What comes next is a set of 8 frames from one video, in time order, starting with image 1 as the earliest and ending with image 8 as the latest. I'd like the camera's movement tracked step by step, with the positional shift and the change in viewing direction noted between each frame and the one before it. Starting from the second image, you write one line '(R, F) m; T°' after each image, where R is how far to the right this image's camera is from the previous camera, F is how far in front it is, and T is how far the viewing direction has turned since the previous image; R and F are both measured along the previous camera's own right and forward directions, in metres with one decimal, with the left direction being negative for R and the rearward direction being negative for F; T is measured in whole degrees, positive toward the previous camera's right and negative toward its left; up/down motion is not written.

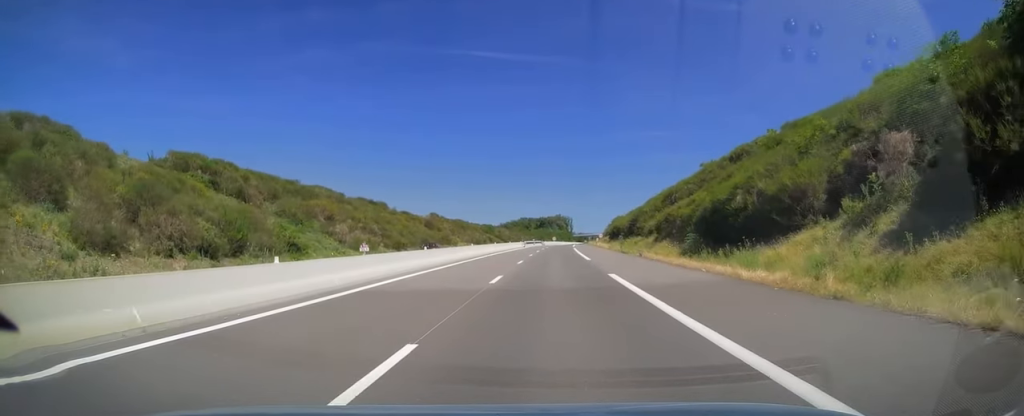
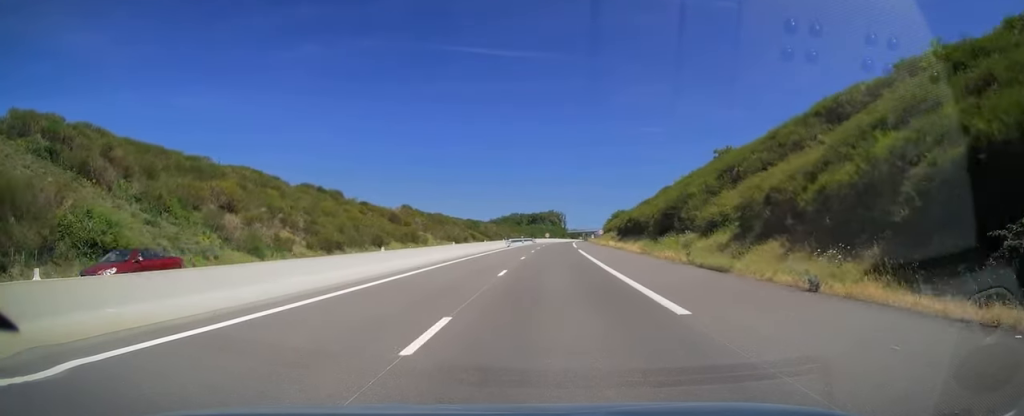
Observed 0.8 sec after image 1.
(-0.4, +23.9) m; 0°
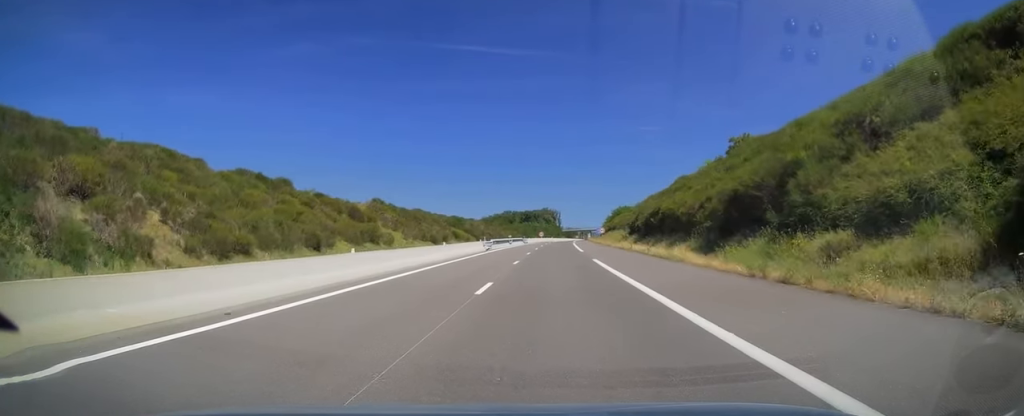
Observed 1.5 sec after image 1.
(+0.3, +19.1) m; +1°
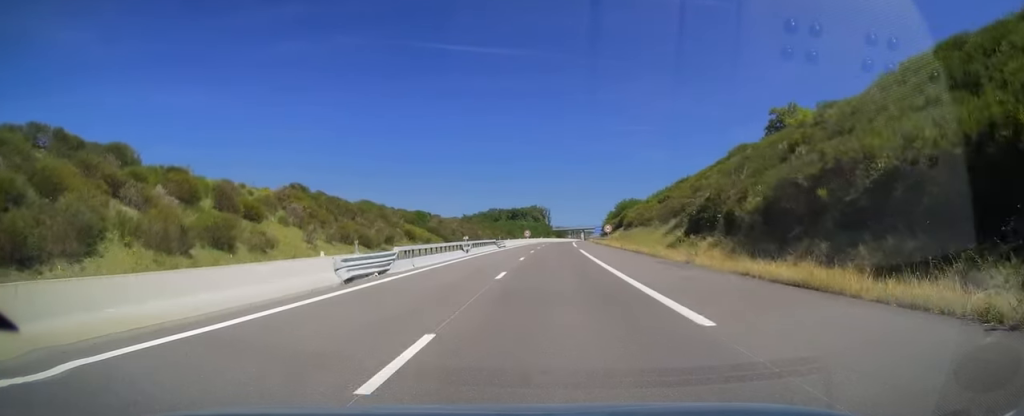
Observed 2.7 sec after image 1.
(+0.7, +34.8) m; +1°
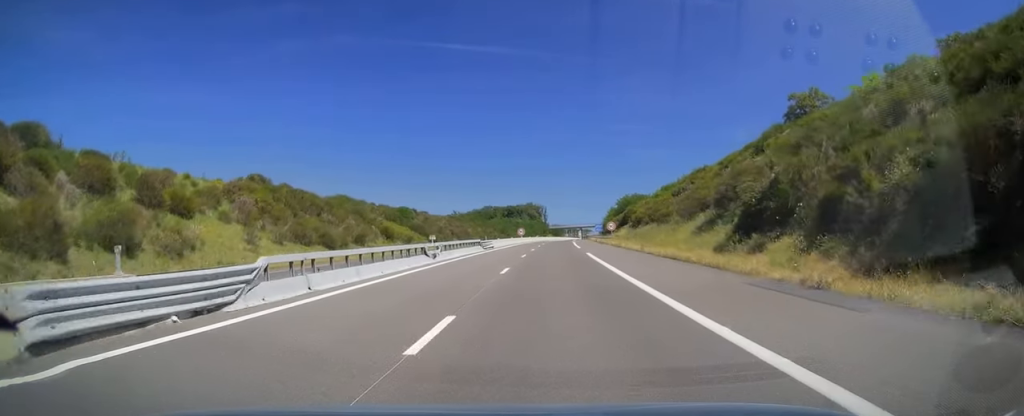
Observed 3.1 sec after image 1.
(-0.1, +11.3) m; 0°
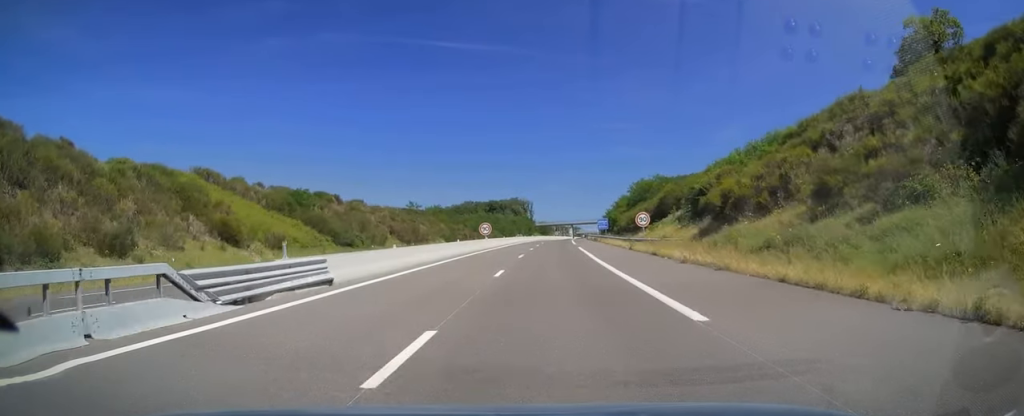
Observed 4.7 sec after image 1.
(-0.2, +40.6) m; +1°
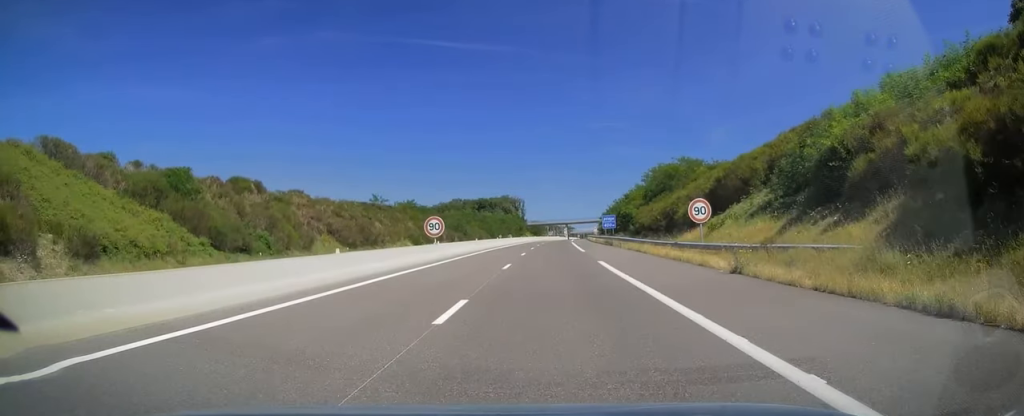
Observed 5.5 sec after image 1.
(+0.5, +22.4) m; +2°
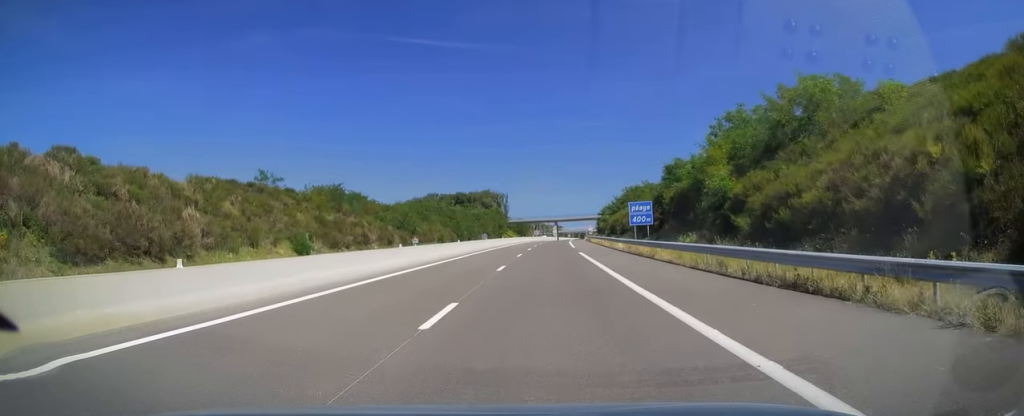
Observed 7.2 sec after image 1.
(+0.3, +39.8) m; +1°
